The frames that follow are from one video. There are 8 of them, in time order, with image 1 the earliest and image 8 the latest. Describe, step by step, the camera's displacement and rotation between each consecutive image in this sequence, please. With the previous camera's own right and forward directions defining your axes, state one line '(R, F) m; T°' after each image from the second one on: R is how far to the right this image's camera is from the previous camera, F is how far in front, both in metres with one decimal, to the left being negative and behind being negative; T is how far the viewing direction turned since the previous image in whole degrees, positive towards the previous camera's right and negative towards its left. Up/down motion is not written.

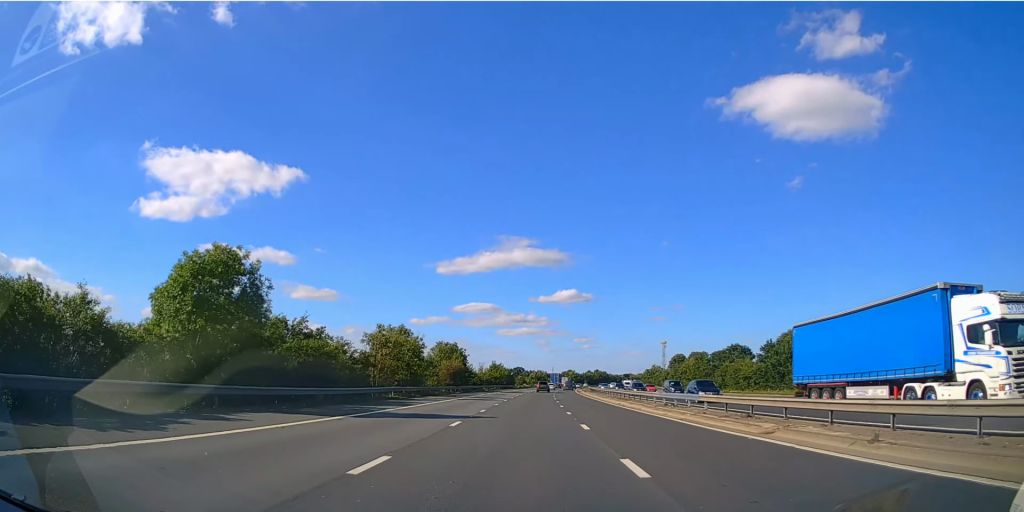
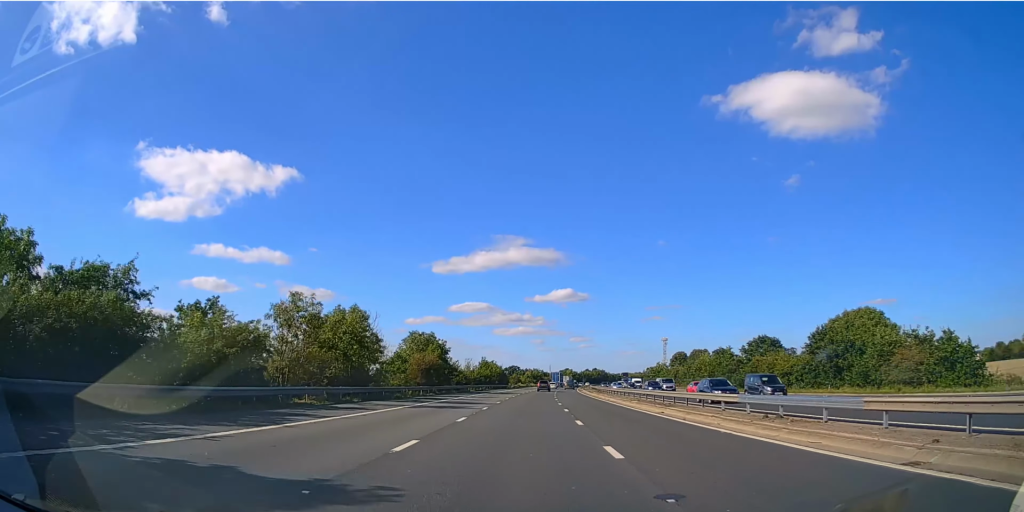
(0.0, +16.6) m; 0°
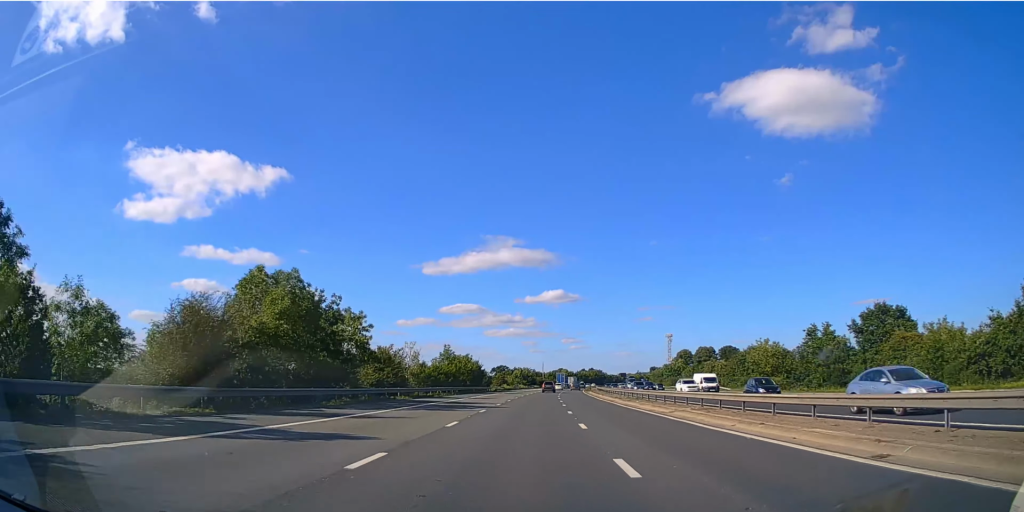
(+0.4, +40.3) m; +1°
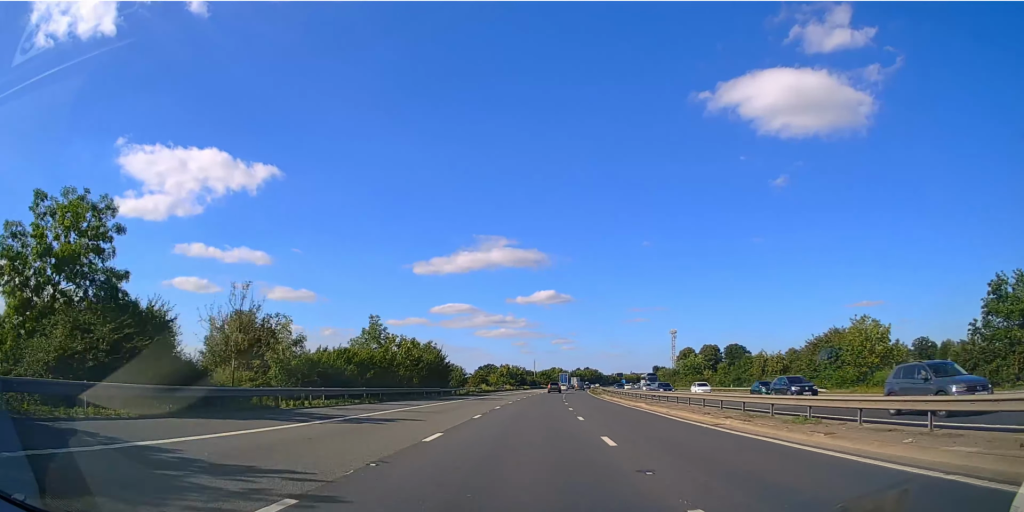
(+0.3, +35.0) m; +1°
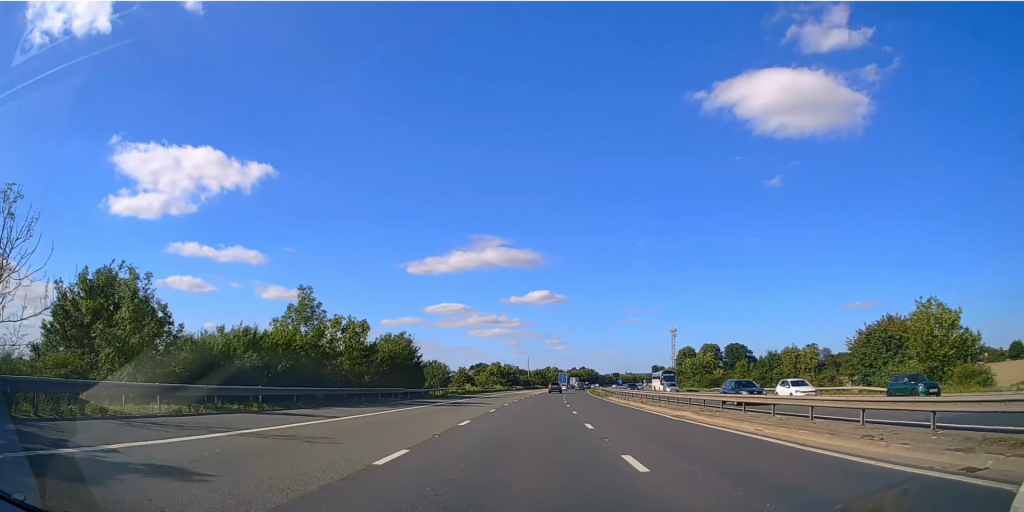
(+0.1, +14.0) m; +1°
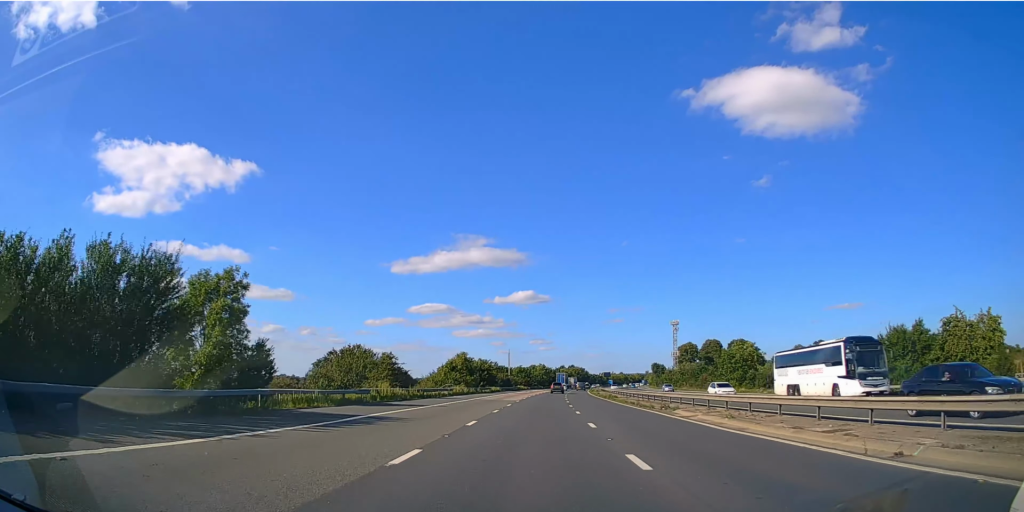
(+0.4, +38.8) m; +1°
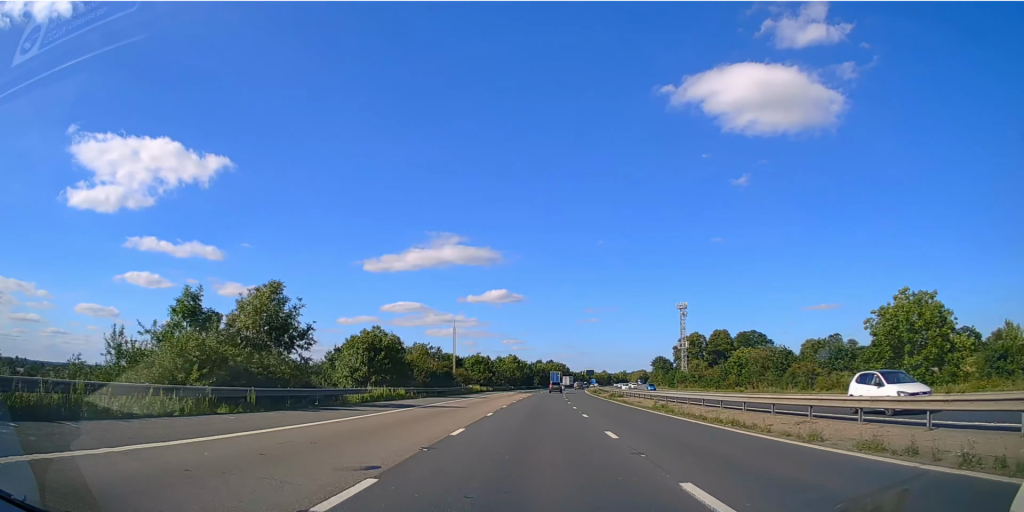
(+1.5, +58.0) m; +3°
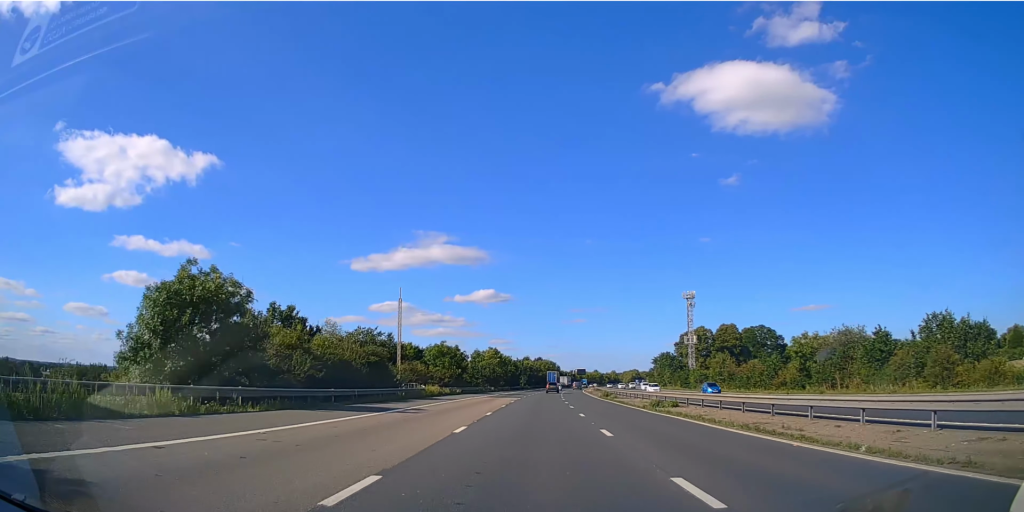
(+0.3, +26.1) m; +1°
